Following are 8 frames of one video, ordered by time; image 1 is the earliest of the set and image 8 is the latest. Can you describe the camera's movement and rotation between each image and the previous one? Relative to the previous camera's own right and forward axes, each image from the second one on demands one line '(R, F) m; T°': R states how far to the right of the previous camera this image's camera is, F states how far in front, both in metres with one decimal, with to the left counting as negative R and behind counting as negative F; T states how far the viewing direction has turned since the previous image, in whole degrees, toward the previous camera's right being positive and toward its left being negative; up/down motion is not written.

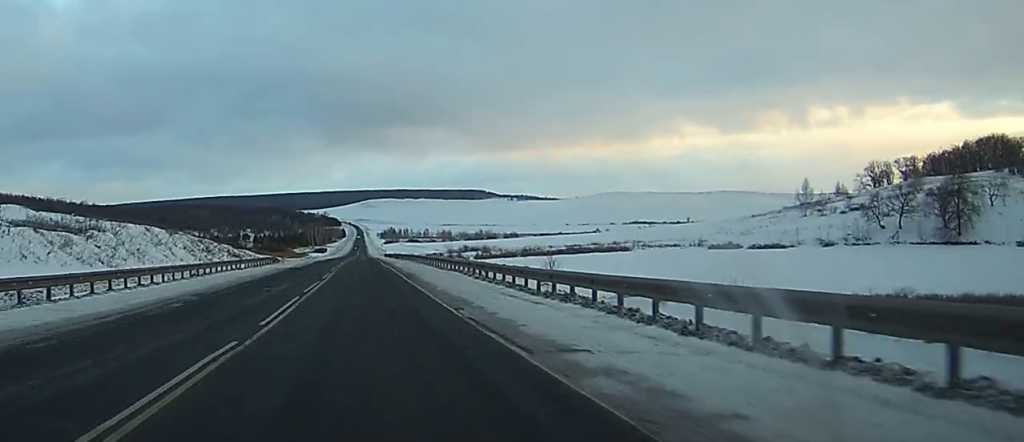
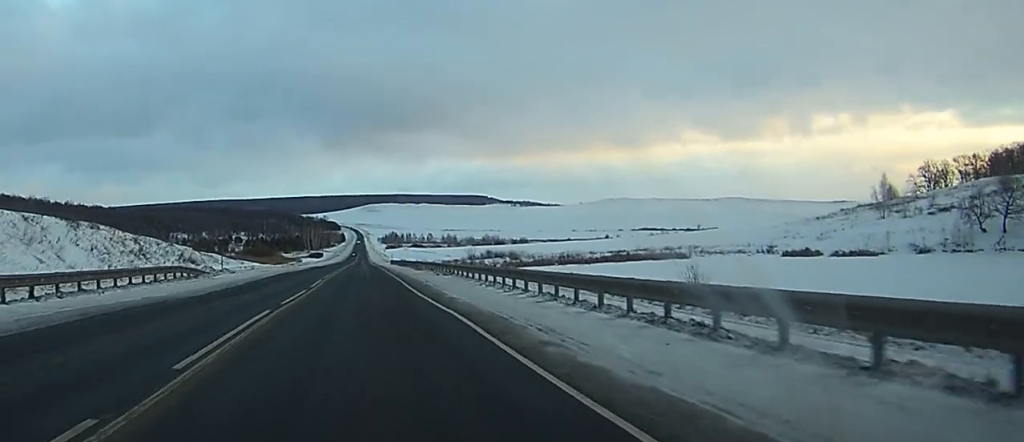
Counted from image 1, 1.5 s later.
(-0.1, +42.6) m; 0°
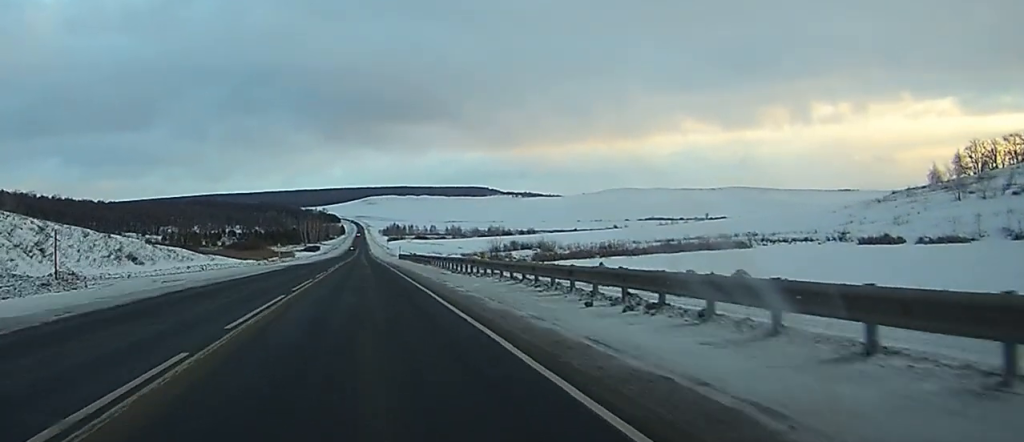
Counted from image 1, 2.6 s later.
(-0.1, +32.0) m; 0°
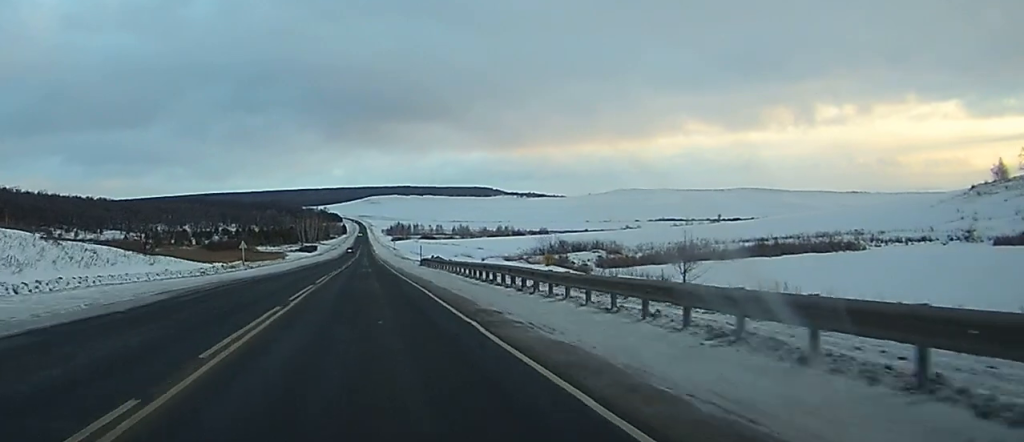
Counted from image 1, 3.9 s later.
(0.0, +38.7) m; 0°
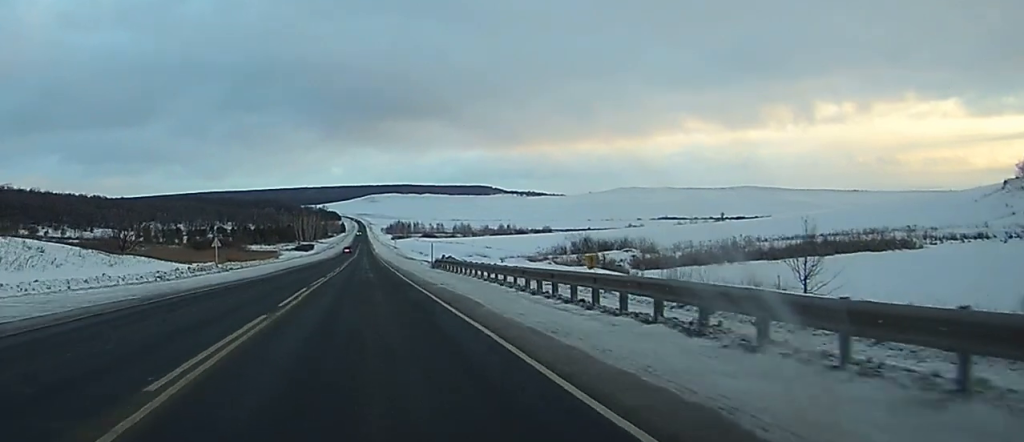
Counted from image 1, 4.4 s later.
(0.0, +14.5) m; 0°
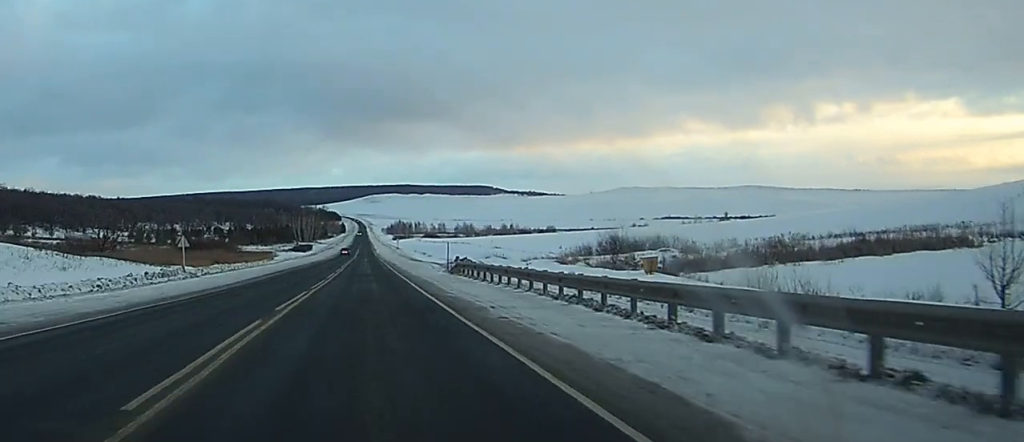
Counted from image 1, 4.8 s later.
(0.0, +12.6) m; 0°
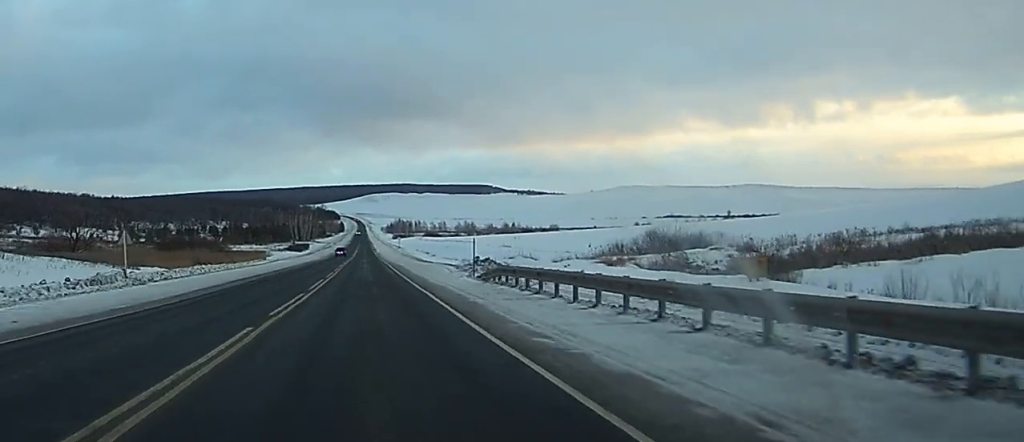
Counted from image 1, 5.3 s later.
(0.0, +13.5) m; 0°
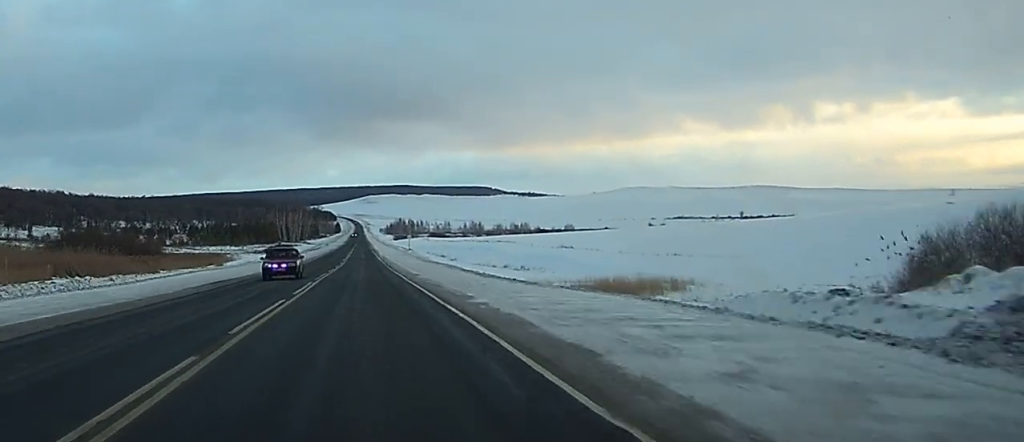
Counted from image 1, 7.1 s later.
(+0.1, +52.3) m; 0°
